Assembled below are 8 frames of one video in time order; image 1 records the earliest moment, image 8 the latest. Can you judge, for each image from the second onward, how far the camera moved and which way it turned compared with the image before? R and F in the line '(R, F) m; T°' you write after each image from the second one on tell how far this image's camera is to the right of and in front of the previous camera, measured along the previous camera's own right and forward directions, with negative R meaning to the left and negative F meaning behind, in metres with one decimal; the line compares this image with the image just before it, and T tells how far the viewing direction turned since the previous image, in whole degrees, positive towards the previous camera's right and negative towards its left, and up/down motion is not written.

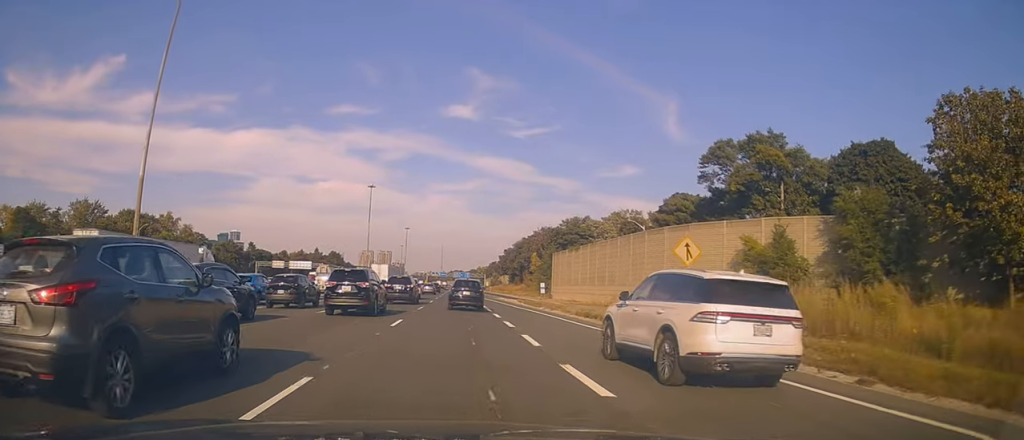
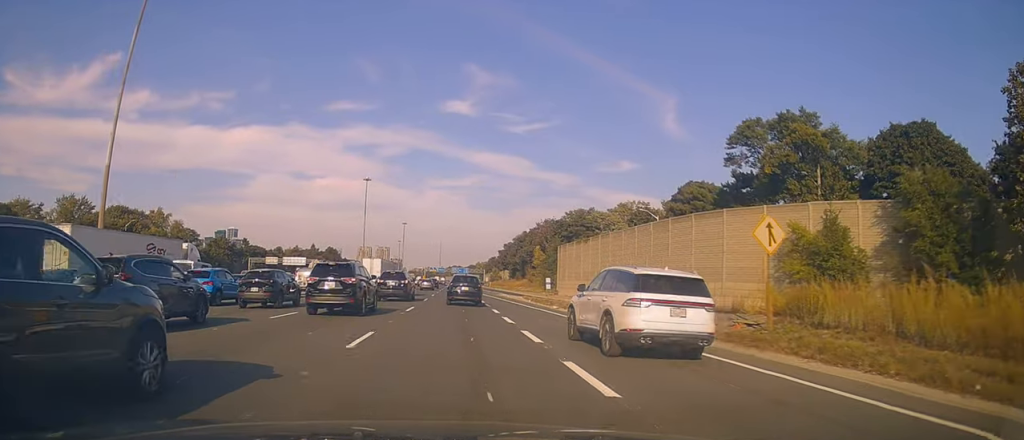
(-0.1, +6.1) m; 0°
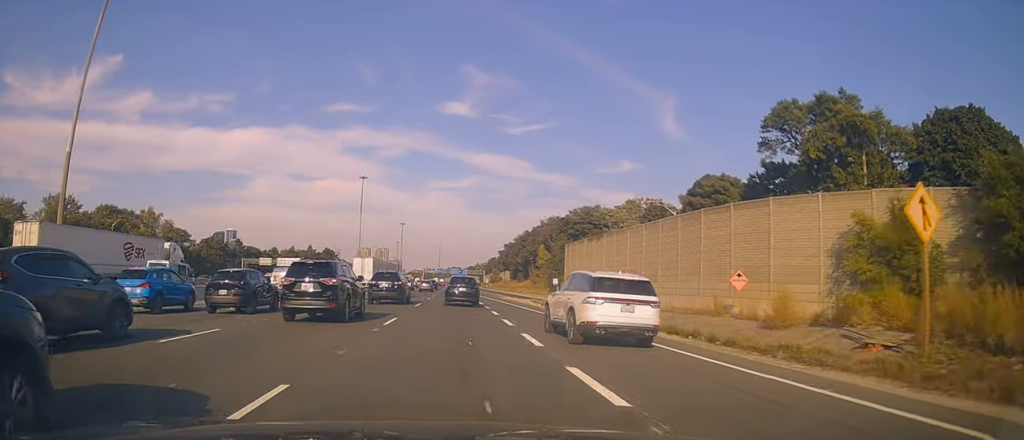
(0.0, +6.3) m; 0°
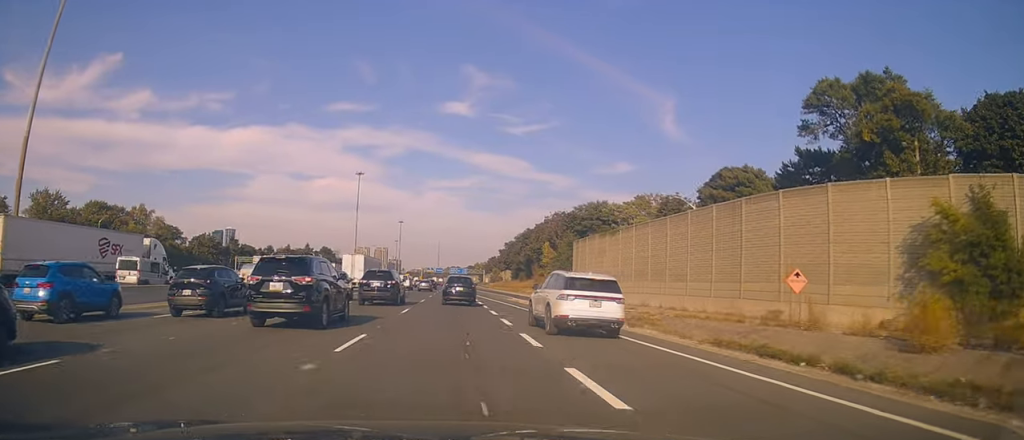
(+0.1, +6.0) m; 0°
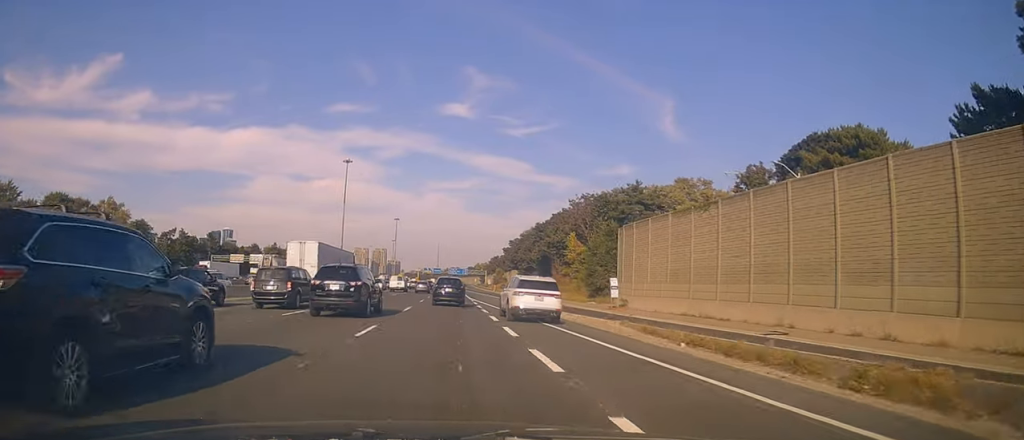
(-0.3, +21.0) m; -1°
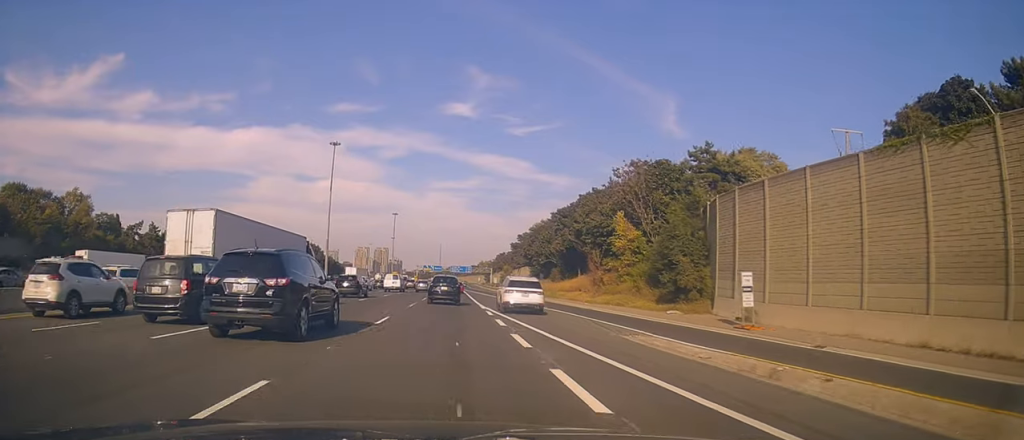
(+0.3, +20.7) m; +1°
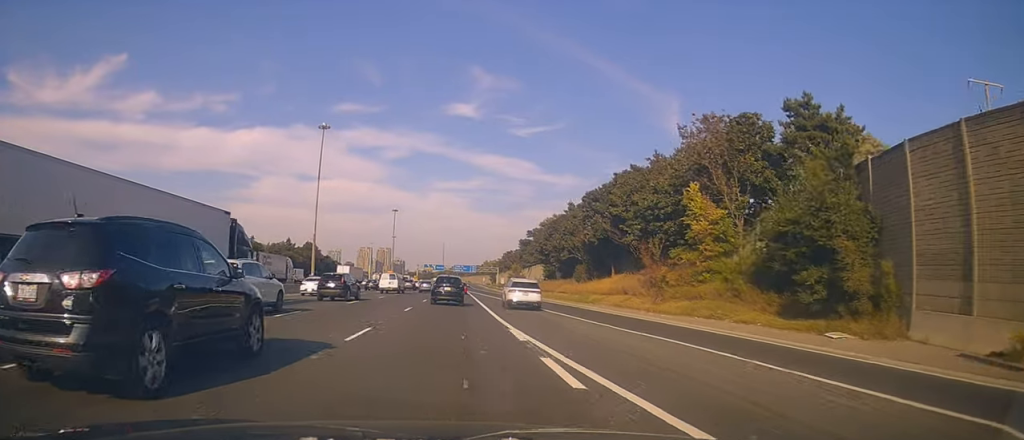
(-0.1, +16.3) m; 0°
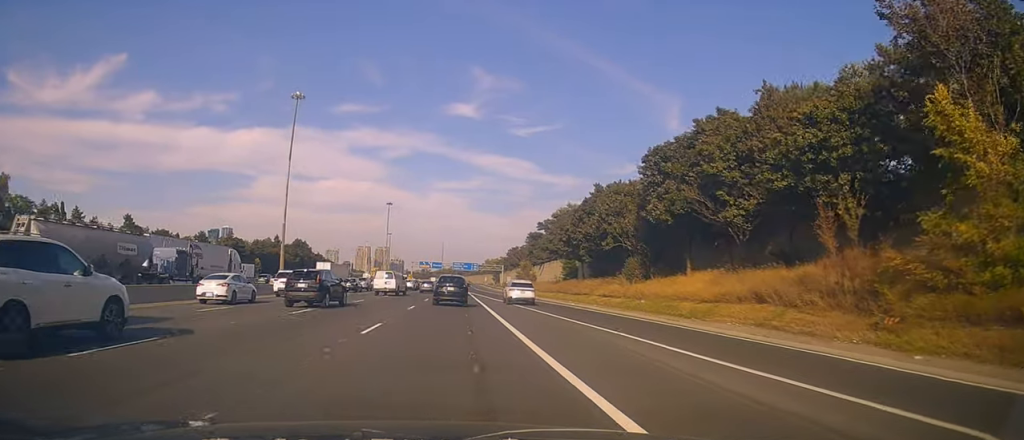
(+0.2, +22.5) m; 0°
